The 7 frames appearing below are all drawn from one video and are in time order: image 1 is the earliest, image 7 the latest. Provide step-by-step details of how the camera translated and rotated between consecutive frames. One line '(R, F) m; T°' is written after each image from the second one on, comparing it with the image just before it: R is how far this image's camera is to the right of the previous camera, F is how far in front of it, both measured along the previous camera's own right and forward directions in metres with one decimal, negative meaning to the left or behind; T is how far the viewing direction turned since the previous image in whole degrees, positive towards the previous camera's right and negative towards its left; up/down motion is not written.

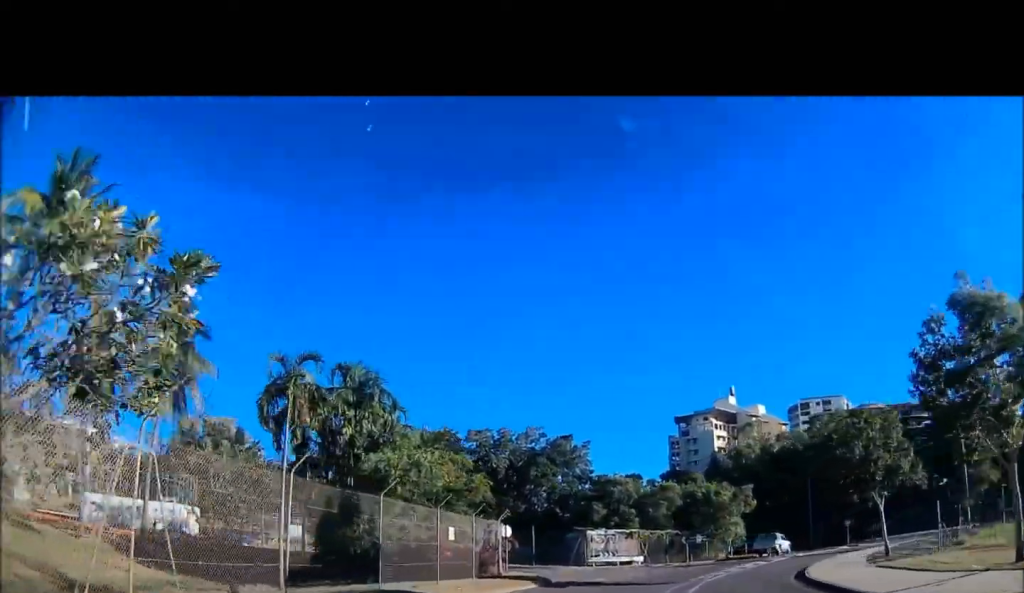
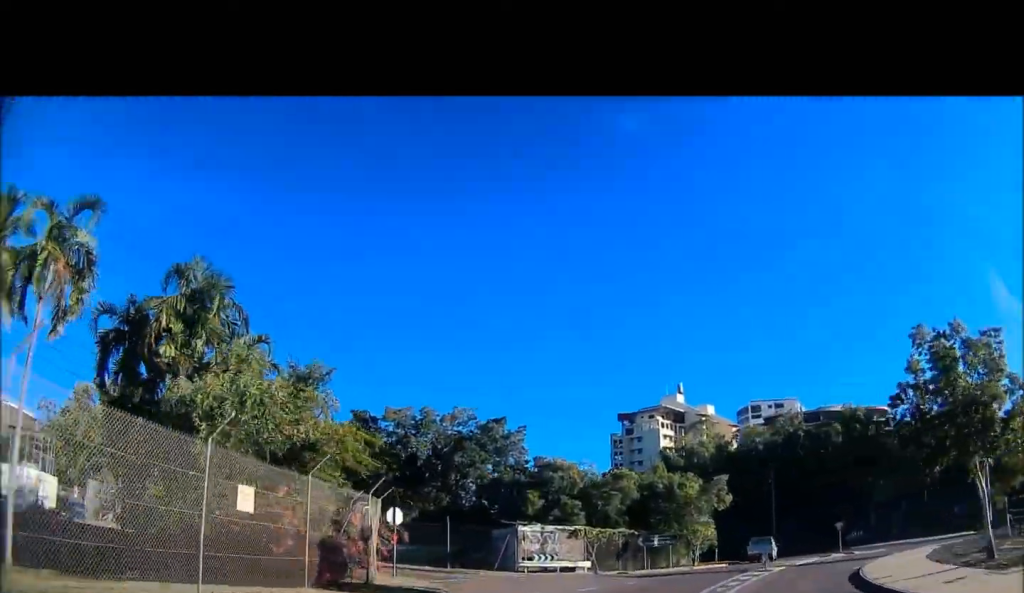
(+0.8, +12.2) m; +6°
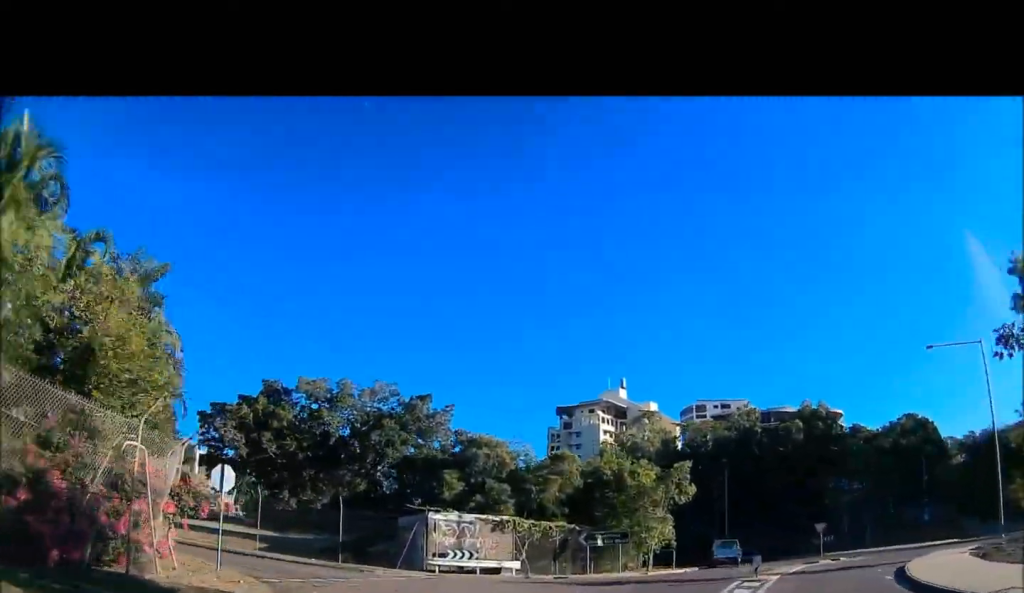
(-0.3, +9.2) m; +3°
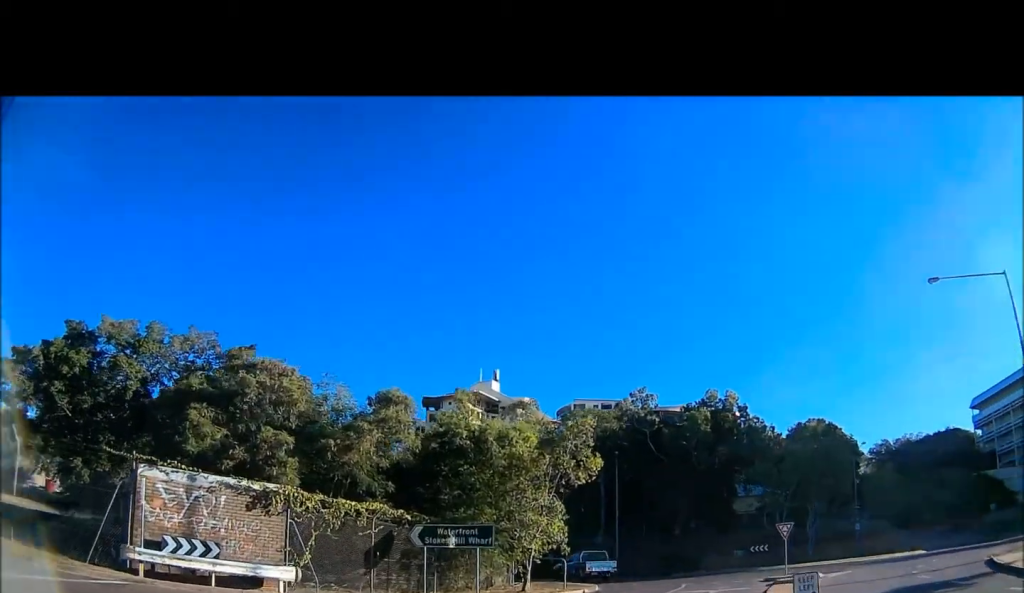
(+1.9, +17.2) m; +11°
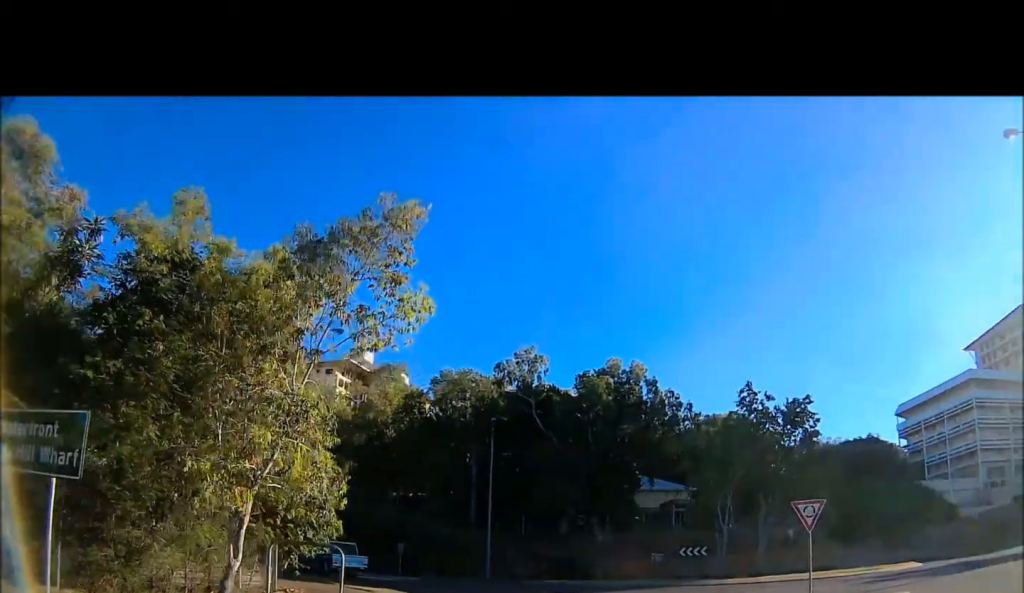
(+1.5, +18.5) m; +5°
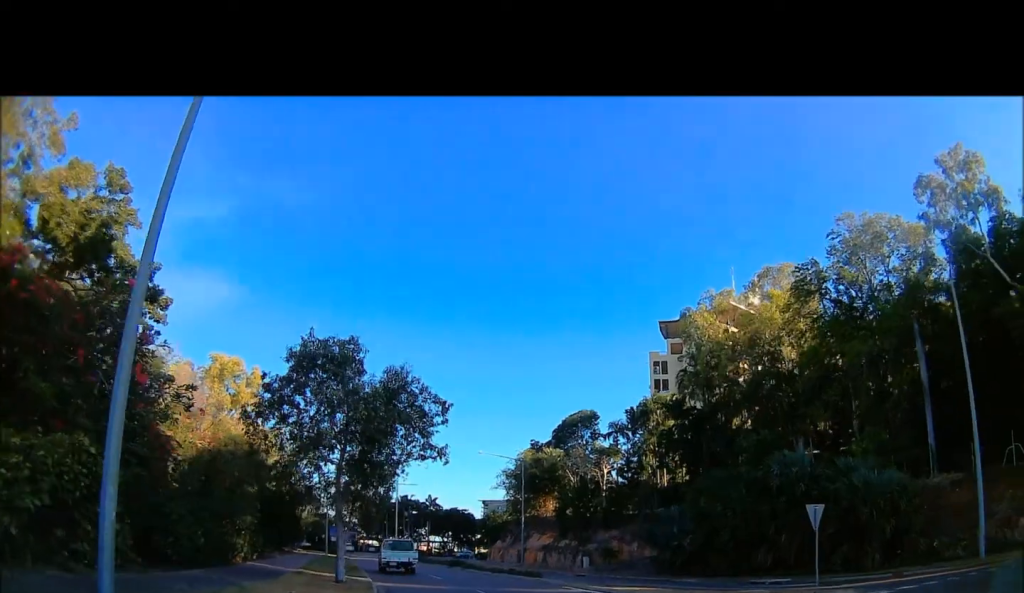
(-6.1, +29.9) m; -42°
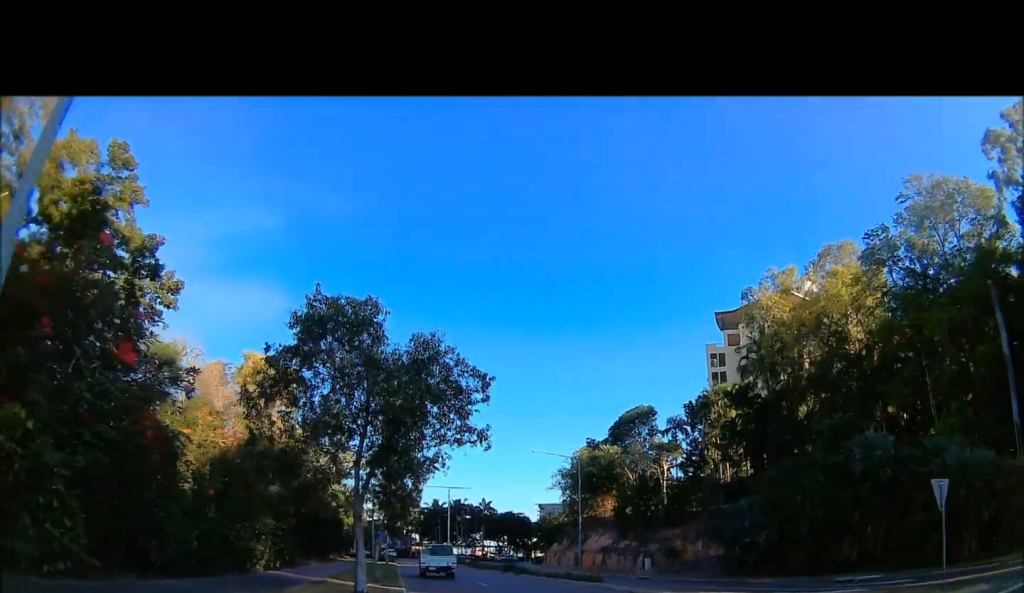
(-0.4, +3.7) m; -6°
